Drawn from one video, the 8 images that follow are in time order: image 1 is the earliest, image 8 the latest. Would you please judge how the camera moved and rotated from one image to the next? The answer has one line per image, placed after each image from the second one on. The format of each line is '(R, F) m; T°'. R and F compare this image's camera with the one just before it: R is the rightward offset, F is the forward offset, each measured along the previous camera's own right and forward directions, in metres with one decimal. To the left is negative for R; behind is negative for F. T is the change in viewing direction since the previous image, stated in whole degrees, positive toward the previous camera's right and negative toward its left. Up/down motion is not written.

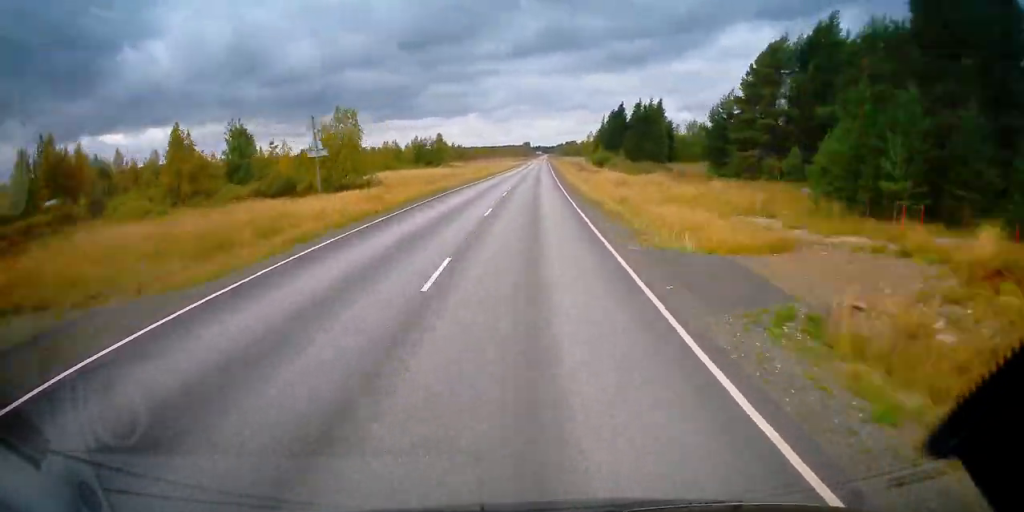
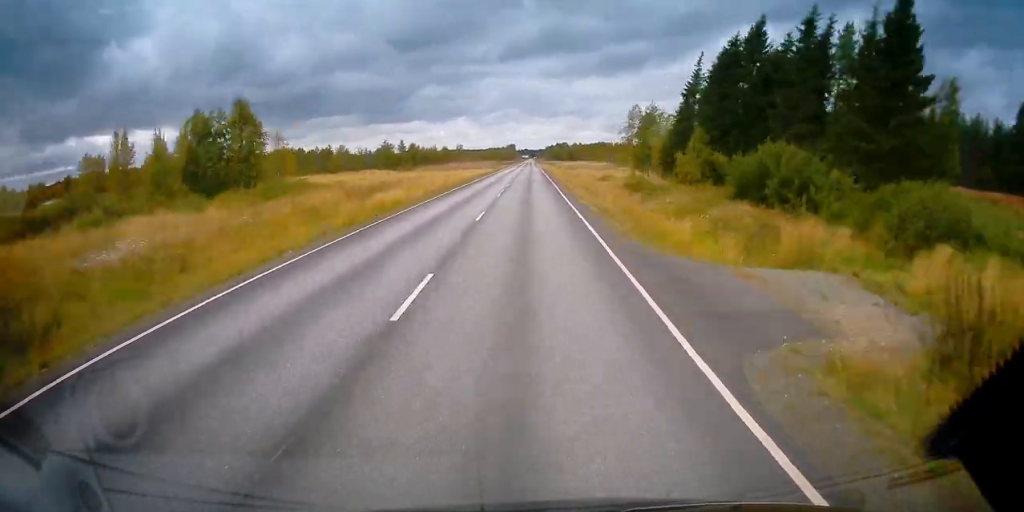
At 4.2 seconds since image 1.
(+1.2, +84.8) m; +1°
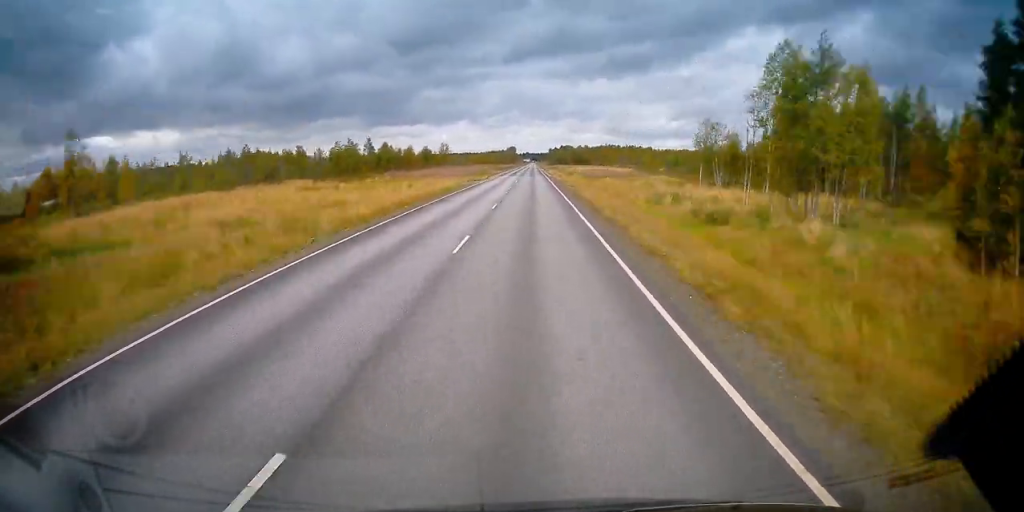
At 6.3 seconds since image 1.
(-0.1, +42.4) m; 0°
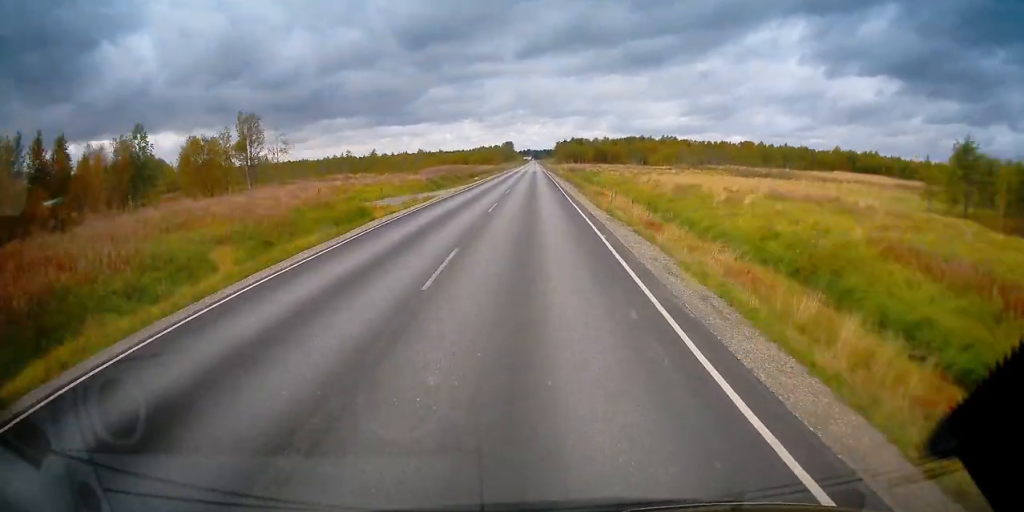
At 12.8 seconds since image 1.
(0.0, +129.2) m; 0°
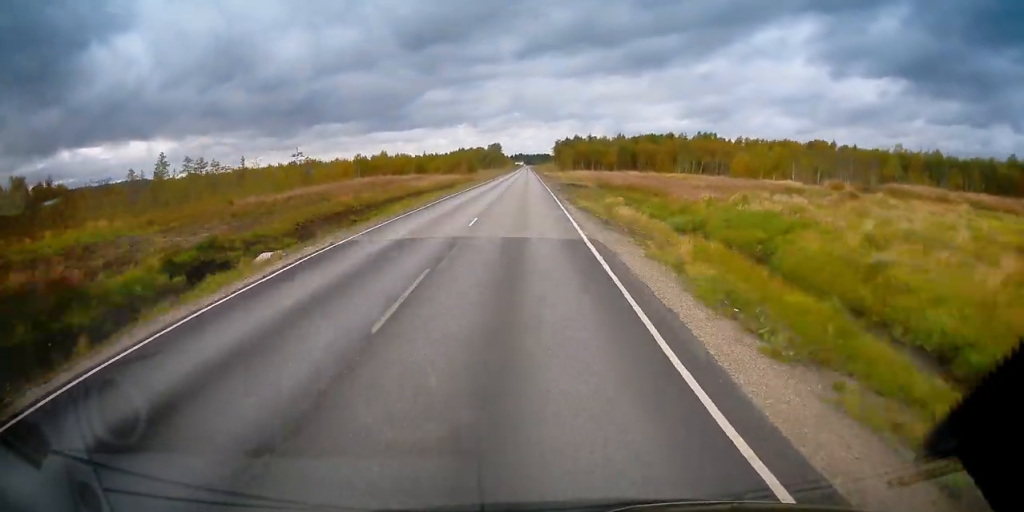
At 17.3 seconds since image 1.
(+0.2, +90.2) m; 0°
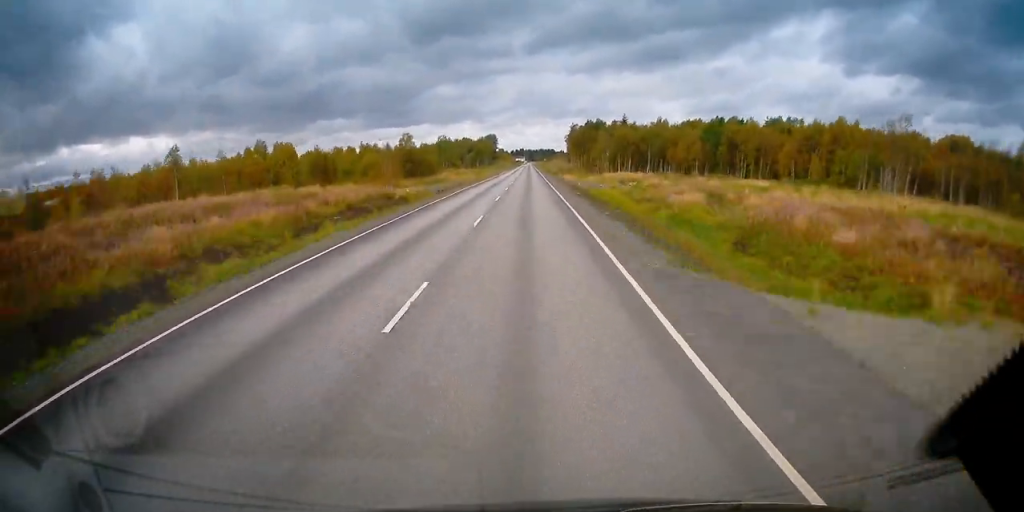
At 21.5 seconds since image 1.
(+0.1, +83.9) m; 0°
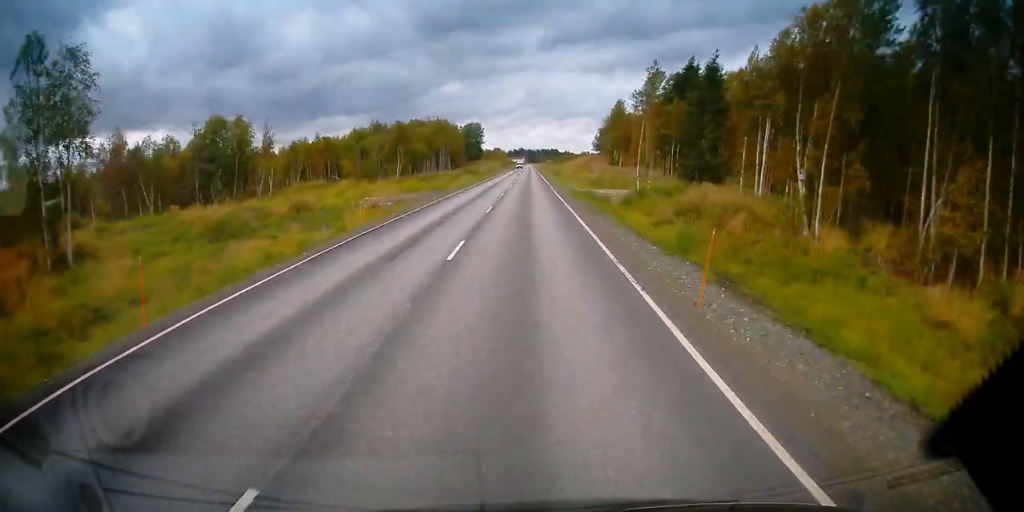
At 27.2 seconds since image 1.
(-0.4, +114.3) m; 0°
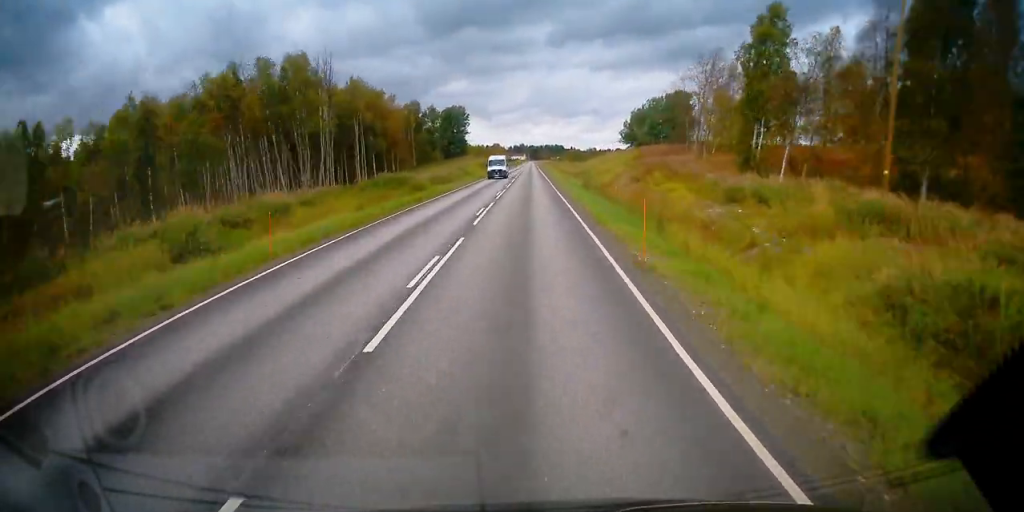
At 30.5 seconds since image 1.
(-0.1, +66.2) m; 0°
